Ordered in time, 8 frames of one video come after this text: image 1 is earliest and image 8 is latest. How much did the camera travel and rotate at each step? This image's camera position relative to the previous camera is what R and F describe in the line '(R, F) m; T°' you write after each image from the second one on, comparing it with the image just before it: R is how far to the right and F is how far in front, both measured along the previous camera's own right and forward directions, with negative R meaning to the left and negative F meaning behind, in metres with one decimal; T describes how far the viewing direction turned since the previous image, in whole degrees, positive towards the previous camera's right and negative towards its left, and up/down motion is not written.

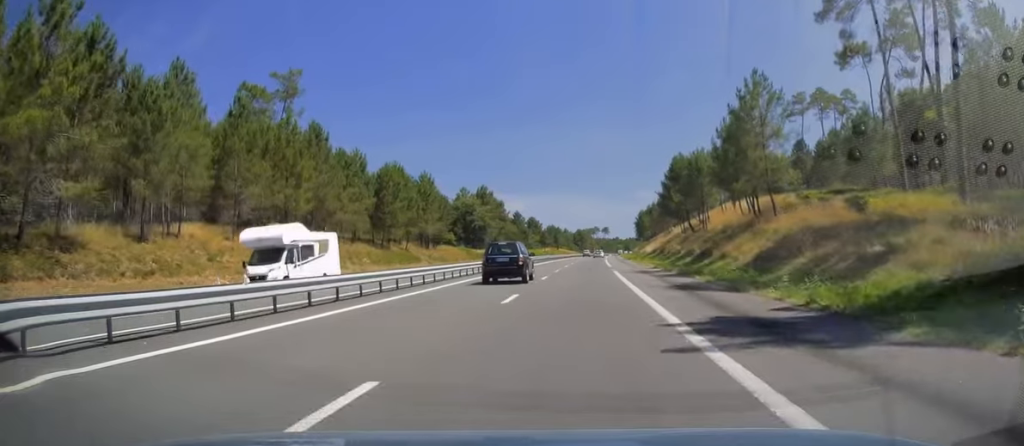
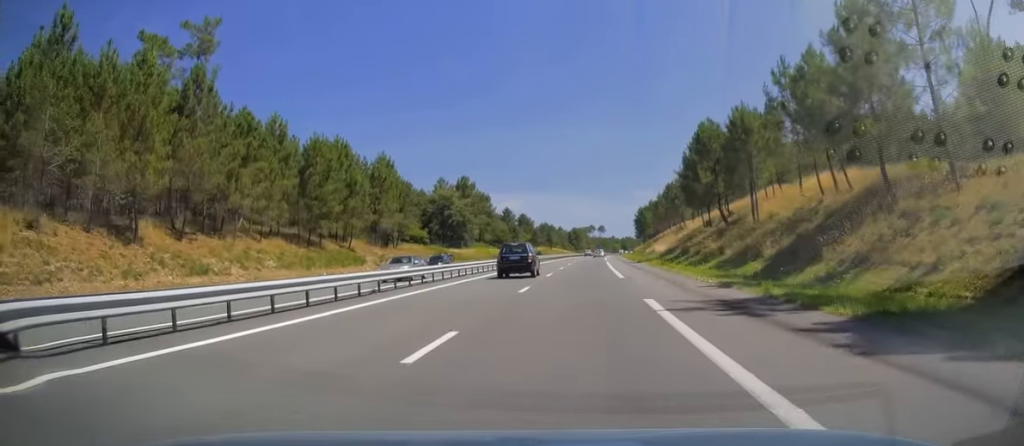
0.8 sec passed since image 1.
(+0.1, +22.1) m; +1°
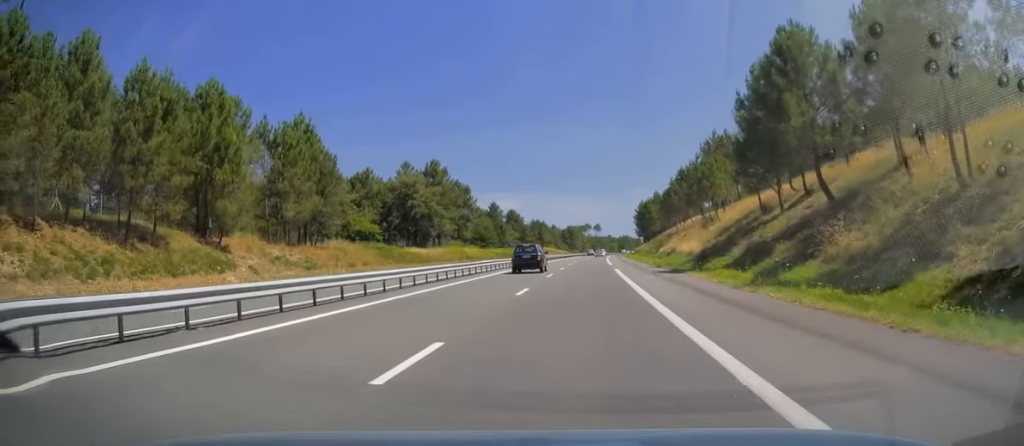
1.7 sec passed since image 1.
(+0.1, +27.5) m; 0°
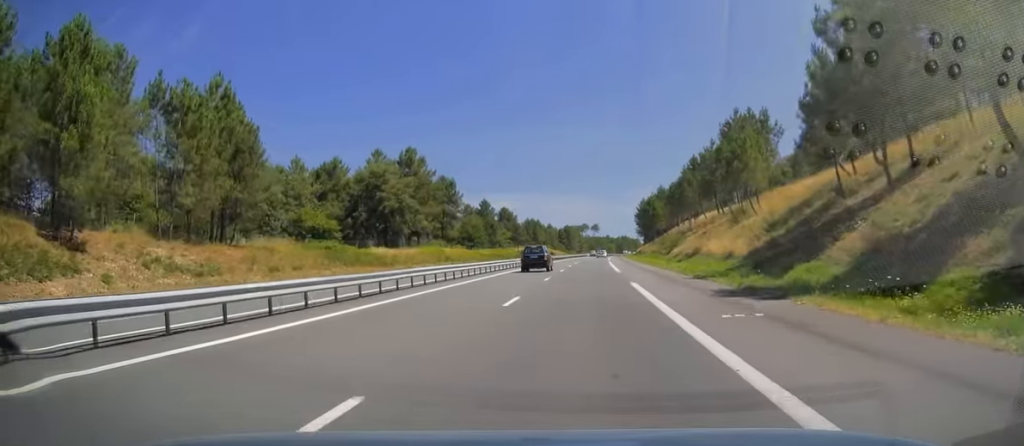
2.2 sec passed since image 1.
(+0.1, +16.7) m; 0°
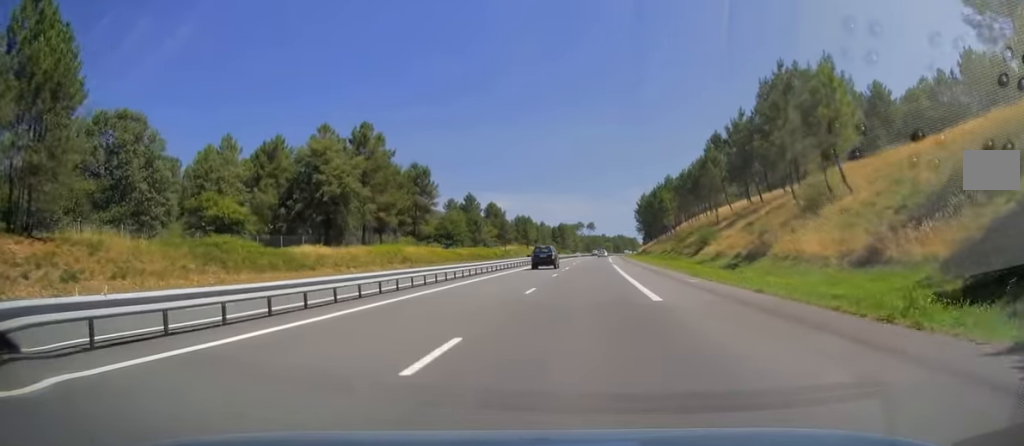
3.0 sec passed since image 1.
(+0.1, +22.1) m; +1°
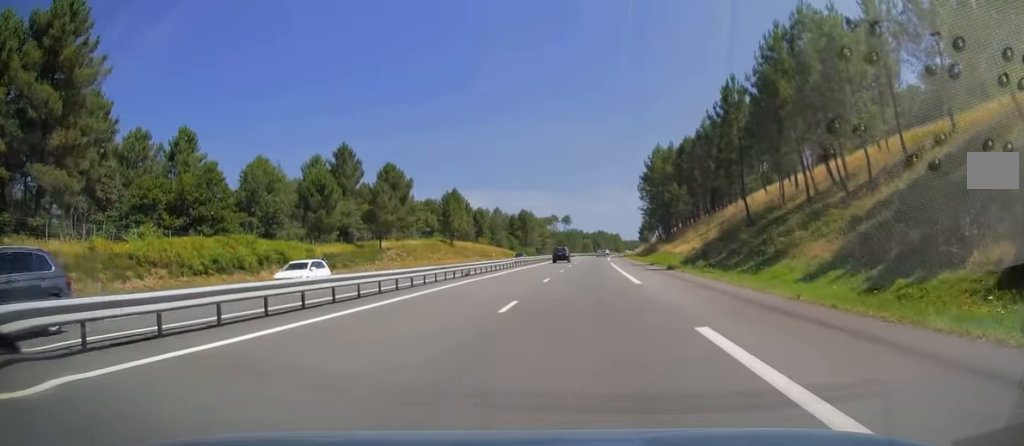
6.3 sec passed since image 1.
(+1.6, +97.9) m; +2°
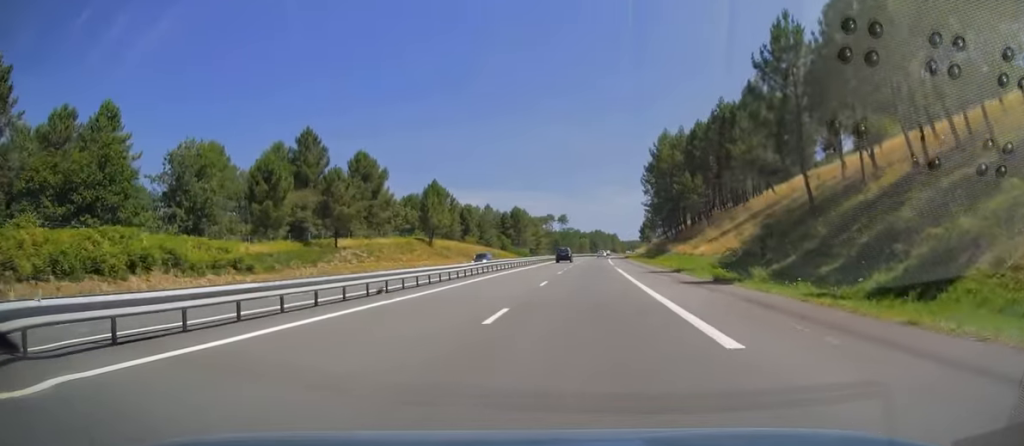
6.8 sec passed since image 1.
(+0.1, +15.2) m; 0°
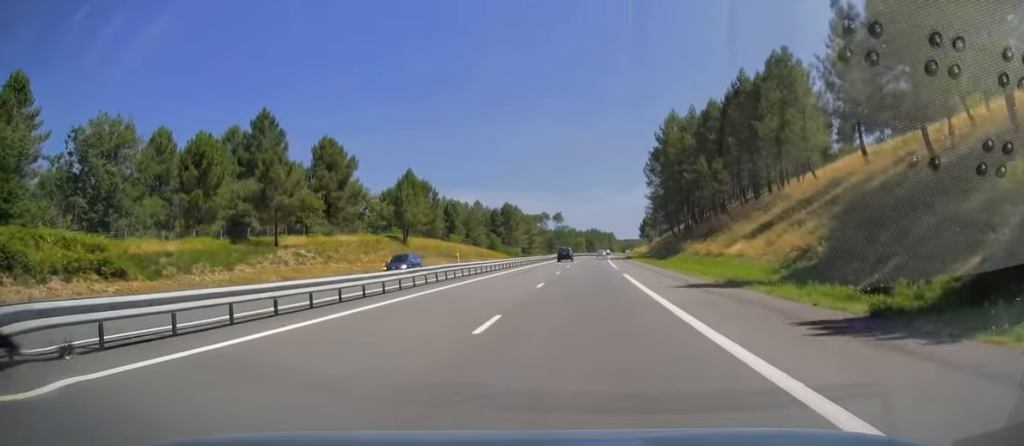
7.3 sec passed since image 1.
(0.0, +14.3) m; 0°
